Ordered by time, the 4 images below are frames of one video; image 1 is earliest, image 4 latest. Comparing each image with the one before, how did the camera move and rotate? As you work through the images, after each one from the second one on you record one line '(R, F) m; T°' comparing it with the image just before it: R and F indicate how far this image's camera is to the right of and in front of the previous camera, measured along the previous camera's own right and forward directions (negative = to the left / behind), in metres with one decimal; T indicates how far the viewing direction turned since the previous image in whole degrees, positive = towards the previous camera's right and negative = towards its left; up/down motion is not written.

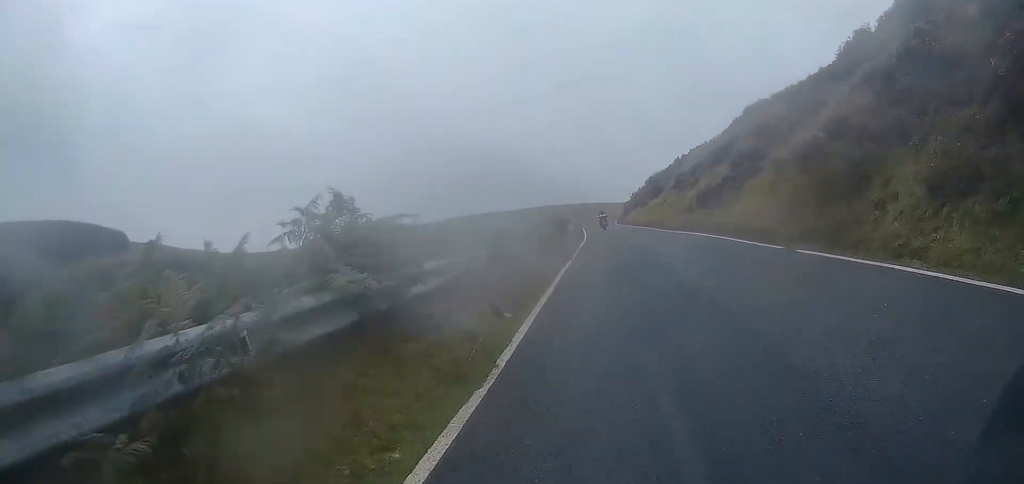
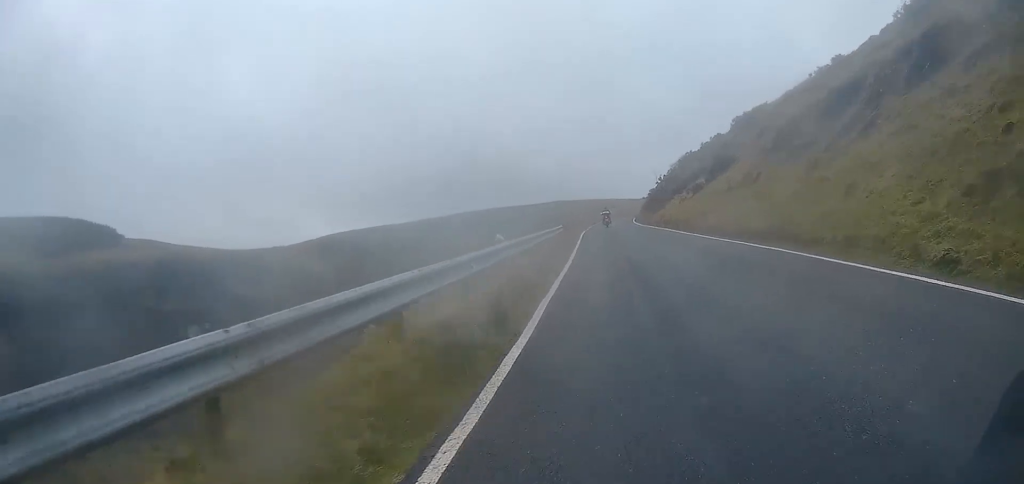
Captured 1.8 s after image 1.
(-0.1, +32.4) m; 0°
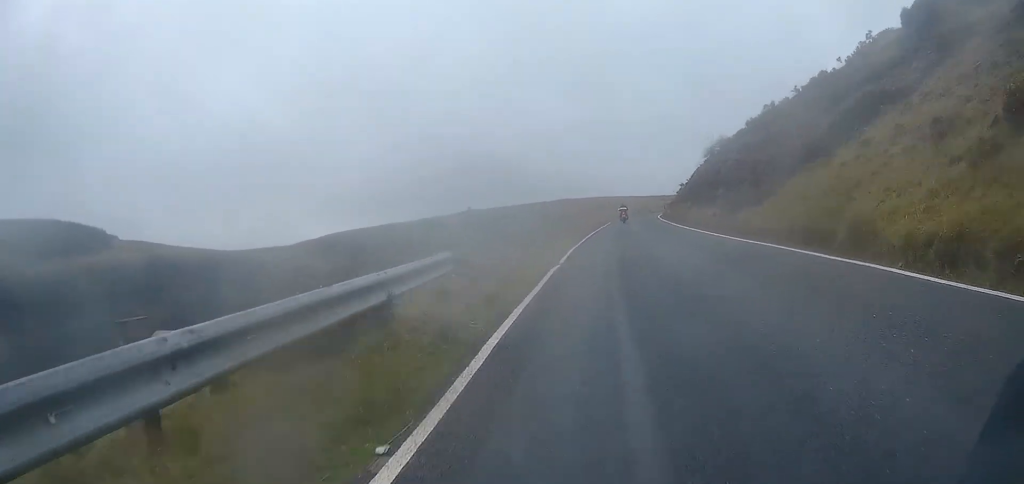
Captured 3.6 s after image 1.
(-0.1, +29.9) m; -1°
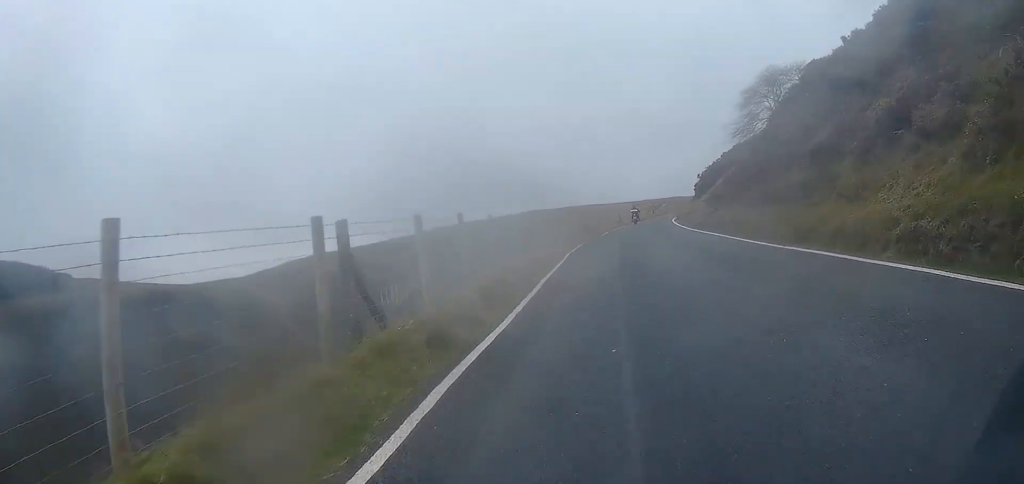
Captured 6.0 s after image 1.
(-0.1, +39.8) m; +1°
